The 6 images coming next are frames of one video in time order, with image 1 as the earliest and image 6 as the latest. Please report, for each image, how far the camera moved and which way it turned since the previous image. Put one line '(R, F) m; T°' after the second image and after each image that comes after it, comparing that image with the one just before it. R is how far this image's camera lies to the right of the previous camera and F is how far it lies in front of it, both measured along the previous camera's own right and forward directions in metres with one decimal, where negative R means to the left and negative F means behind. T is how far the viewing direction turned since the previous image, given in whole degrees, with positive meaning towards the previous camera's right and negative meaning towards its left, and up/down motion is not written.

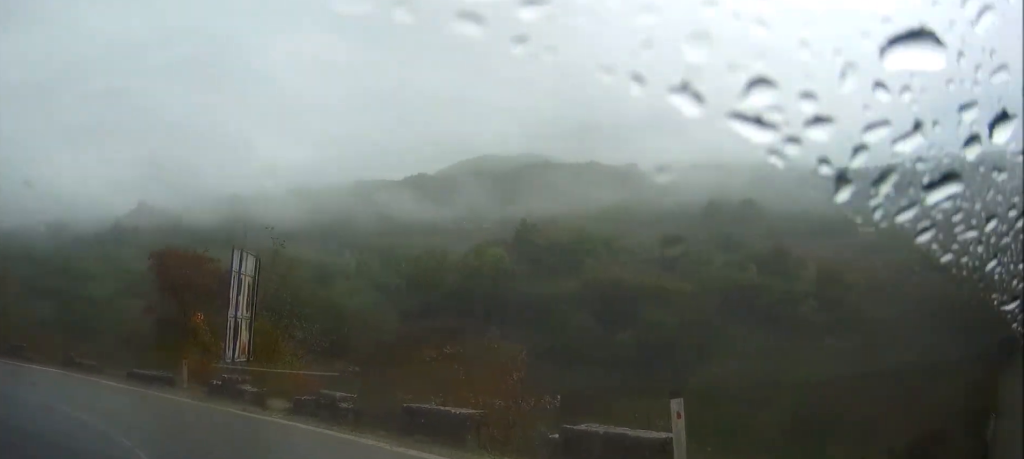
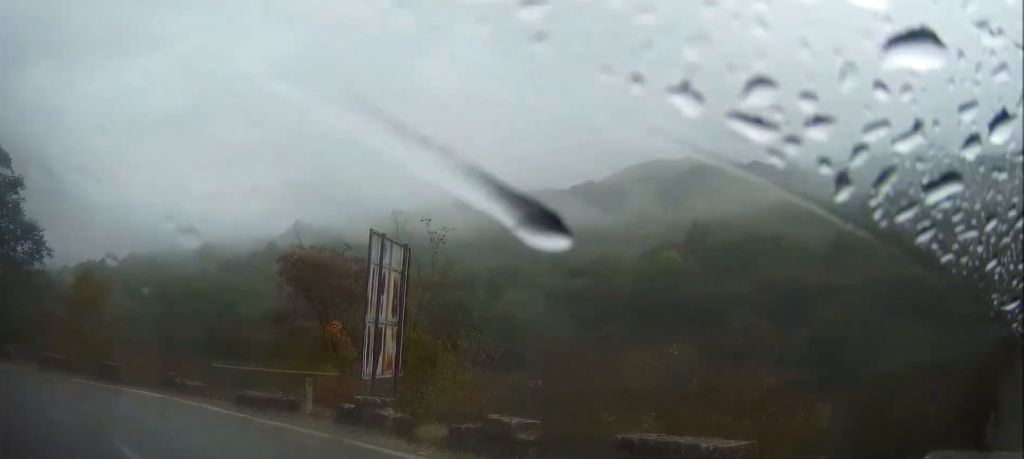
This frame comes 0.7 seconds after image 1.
(-0.5, +3.4) m; -27°
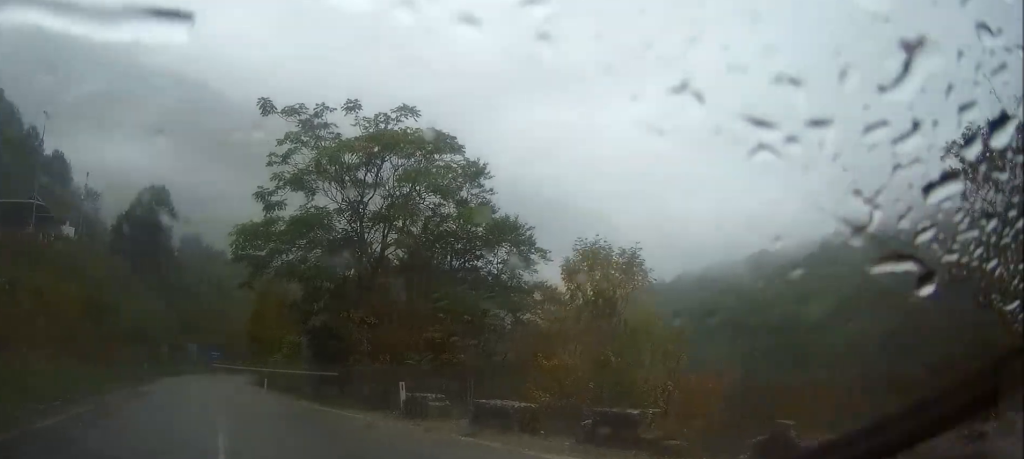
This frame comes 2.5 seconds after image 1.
(-3.8, +11.9) m; -12°
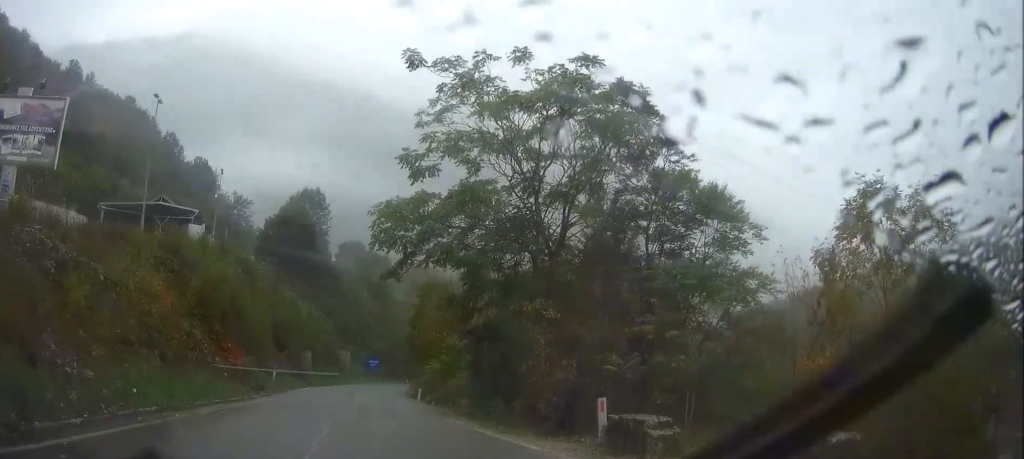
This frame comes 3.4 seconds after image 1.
(+0.4, +5.9) m; +3°
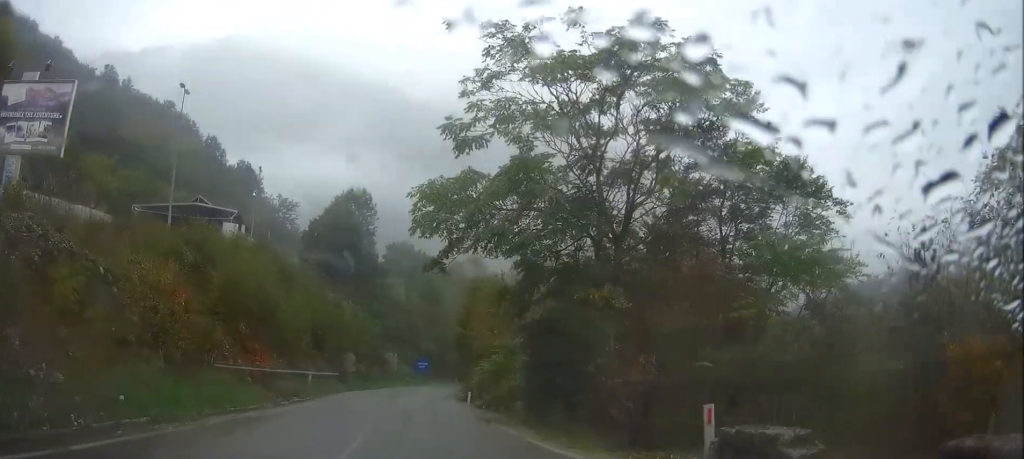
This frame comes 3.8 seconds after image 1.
(0.0, +2.9) m; 0°
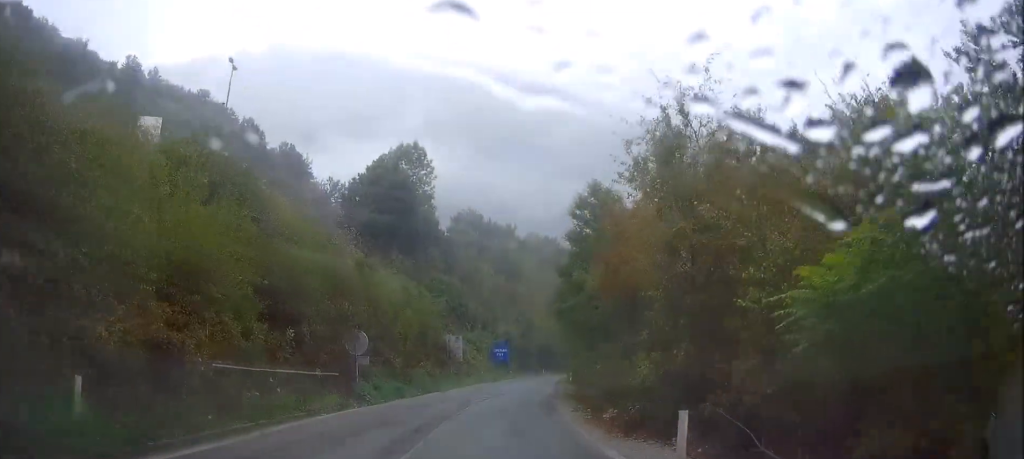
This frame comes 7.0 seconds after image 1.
(+0.8, +26.3) m; +6°
